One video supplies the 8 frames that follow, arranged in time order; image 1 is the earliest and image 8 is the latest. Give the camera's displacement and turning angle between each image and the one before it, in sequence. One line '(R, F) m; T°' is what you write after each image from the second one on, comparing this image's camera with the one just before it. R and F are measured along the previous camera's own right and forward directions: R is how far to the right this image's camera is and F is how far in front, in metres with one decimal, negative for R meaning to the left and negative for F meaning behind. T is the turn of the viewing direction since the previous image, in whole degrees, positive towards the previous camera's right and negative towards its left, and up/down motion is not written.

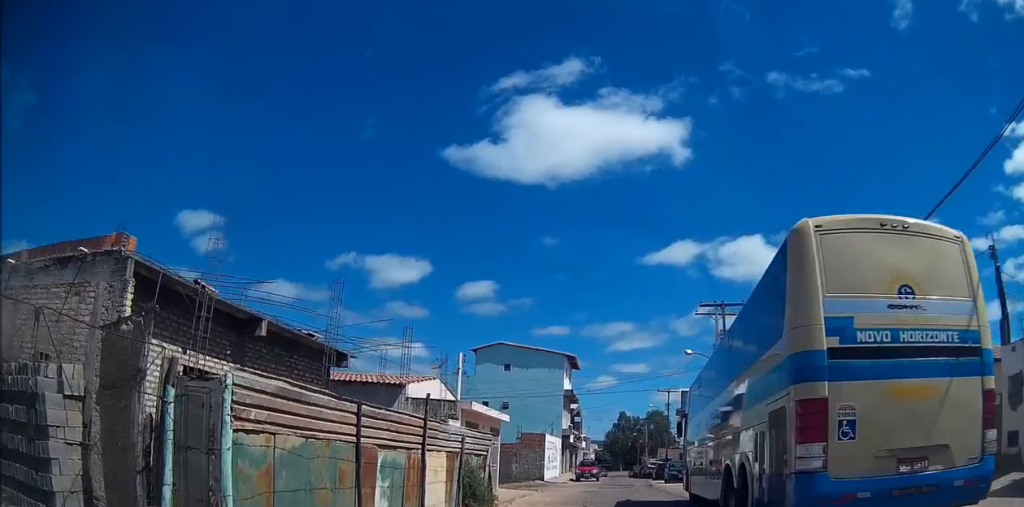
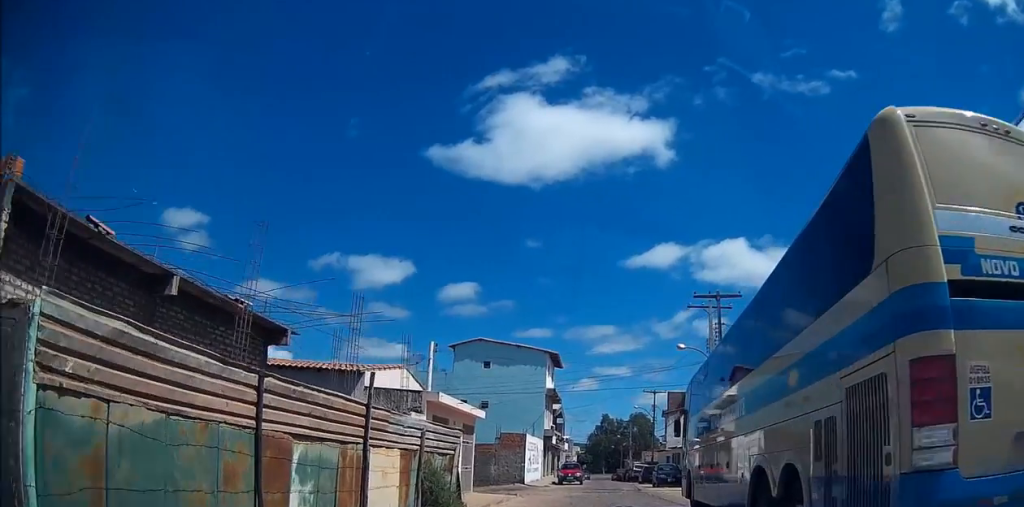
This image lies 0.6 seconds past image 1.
(-0.2, +2.3) m; 0°
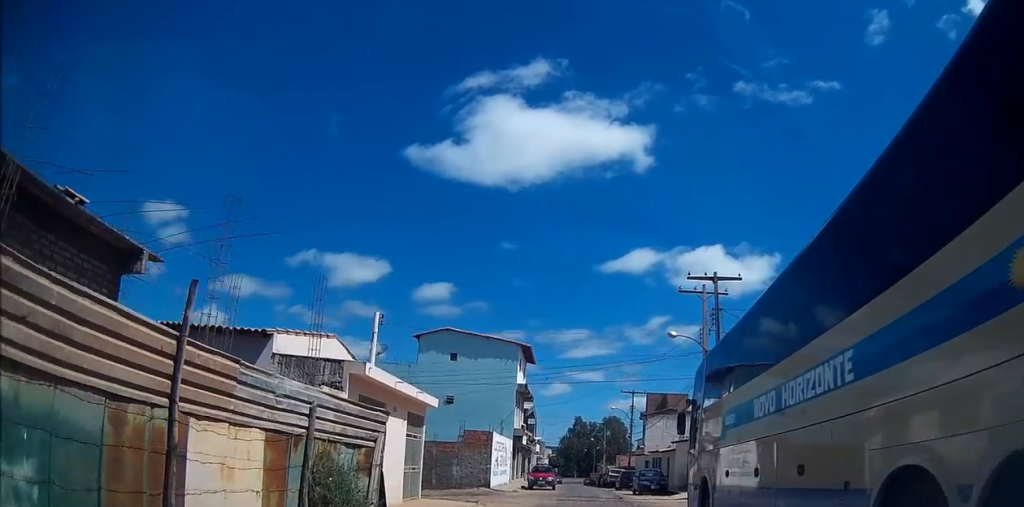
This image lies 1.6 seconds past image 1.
(+0.2, +3.9) m; +4°
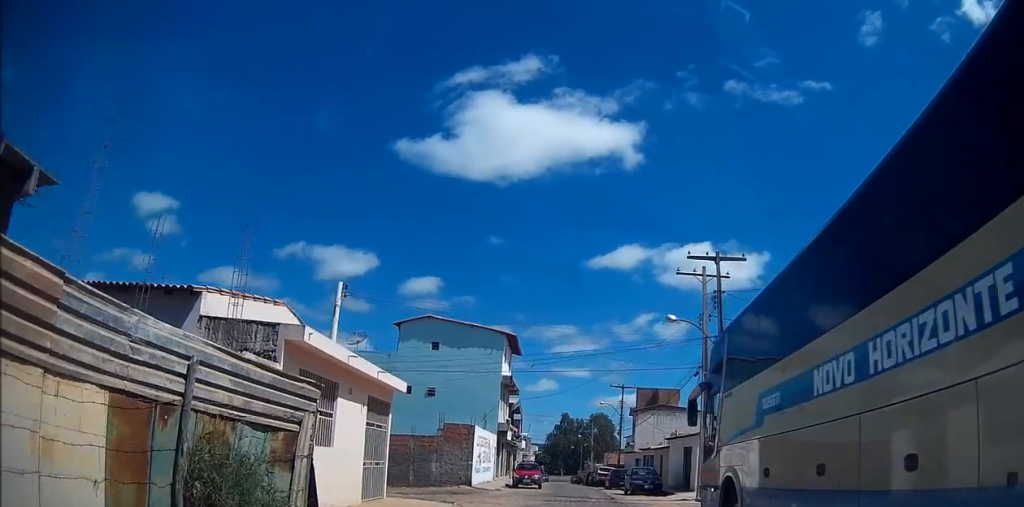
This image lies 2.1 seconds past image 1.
(+0.1, +2.2) m; +2°
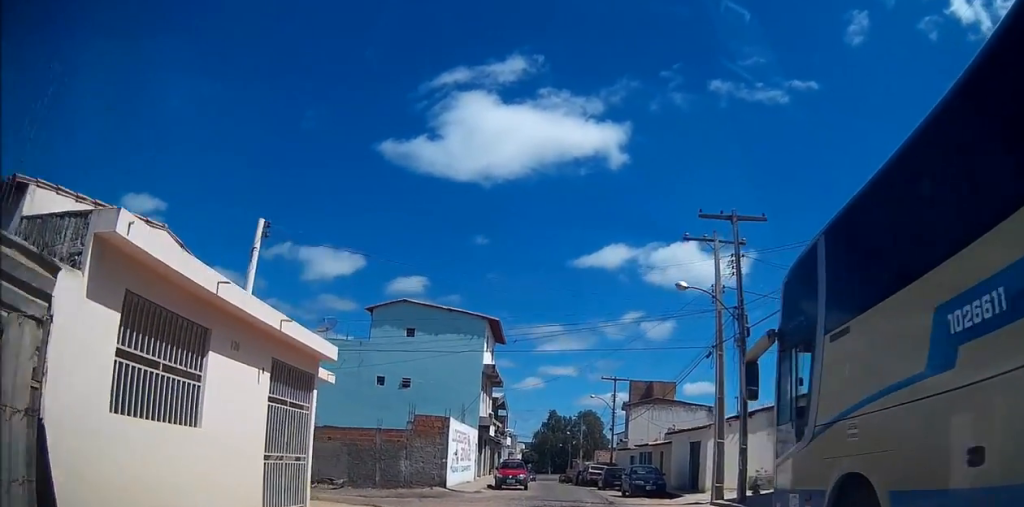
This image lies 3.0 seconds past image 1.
(0.0, +4.0) m; 0°
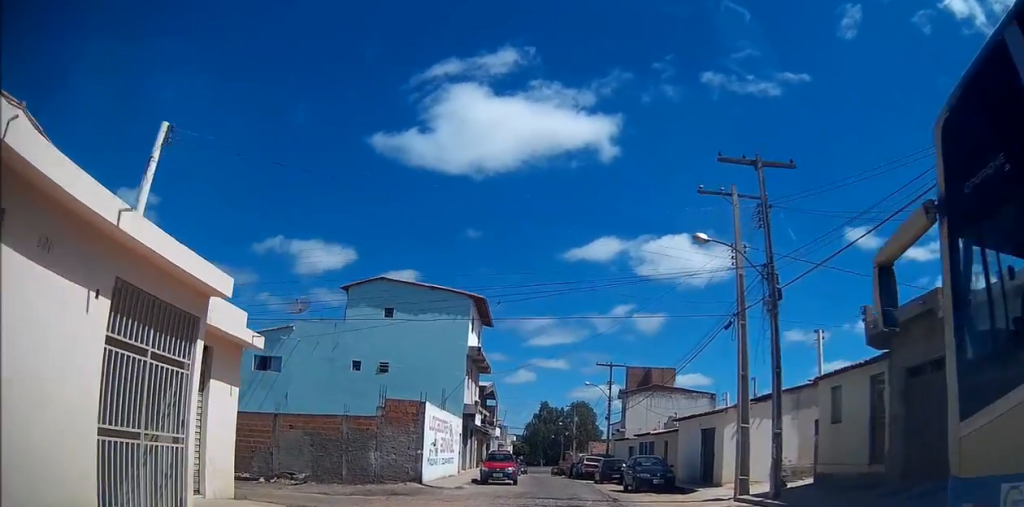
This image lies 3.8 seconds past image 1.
(0.0, +3.5) m; 0°
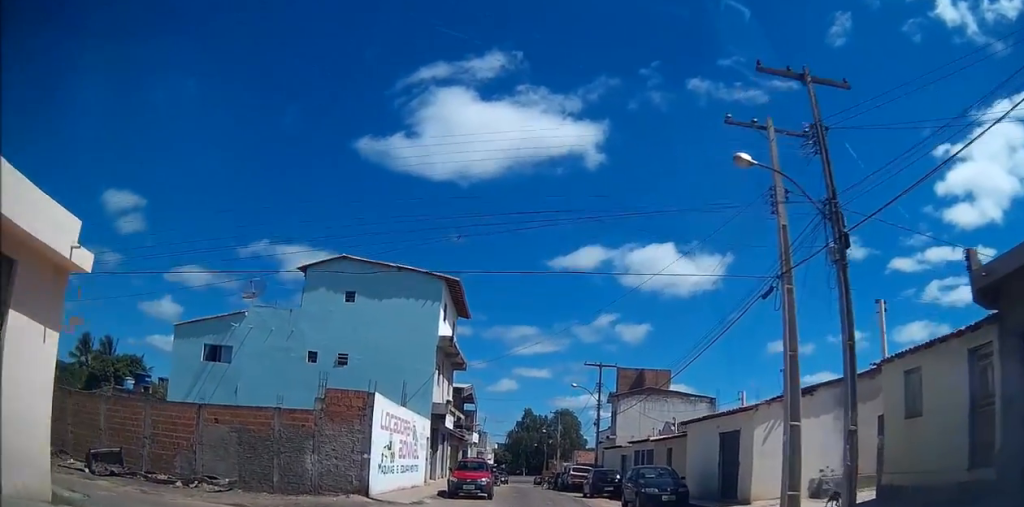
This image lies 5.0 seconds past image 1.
(0.0, +5.0) m; 0°
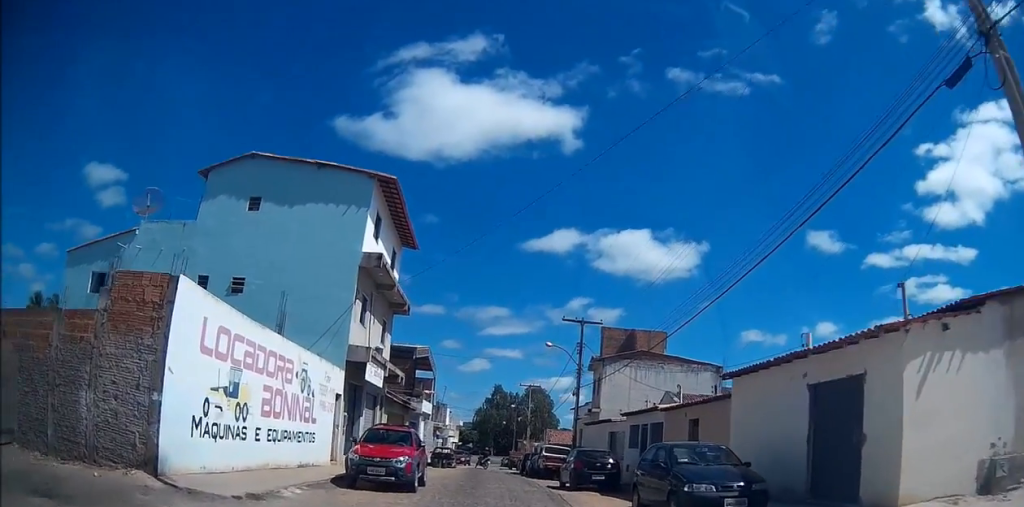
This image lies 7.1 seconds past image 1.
(0.0, +9.5) m; 0°
